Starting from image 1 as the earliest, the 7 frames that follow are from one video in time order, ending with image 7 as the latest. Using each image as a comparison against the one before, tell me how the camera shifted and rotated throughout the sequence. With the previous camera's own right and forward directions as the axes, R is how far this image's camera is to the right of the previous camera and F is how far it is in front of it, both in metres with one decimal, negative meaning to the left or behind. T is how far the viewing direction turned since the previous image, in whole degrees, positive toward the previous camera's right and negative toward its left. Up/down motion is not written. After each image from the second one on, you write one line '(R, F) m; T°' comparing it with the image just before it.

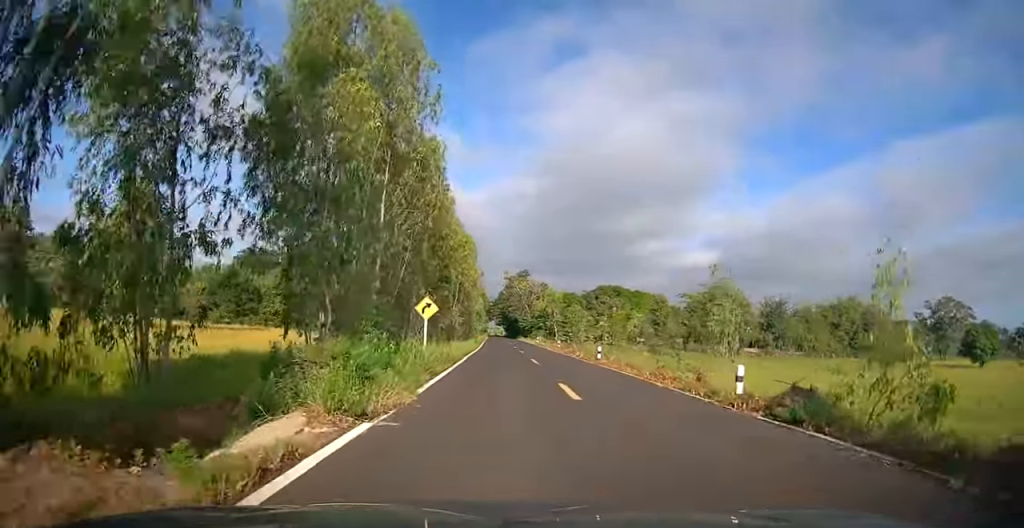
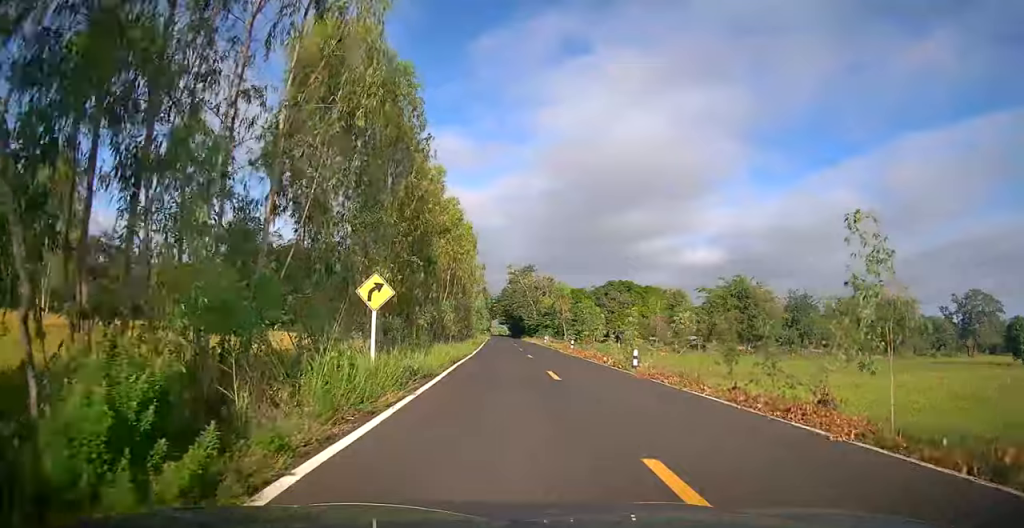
(-0.1, +8.1) m; -1°
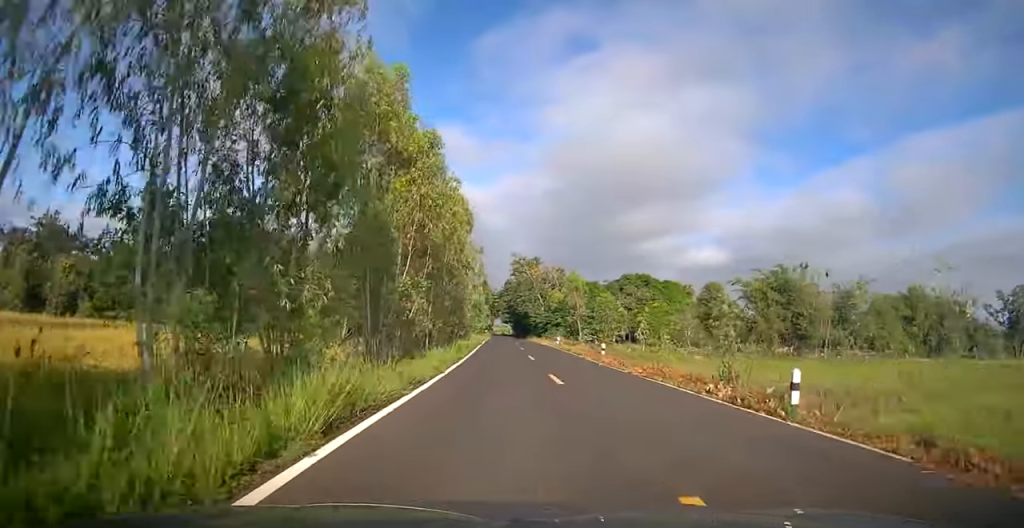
(-0.3, +13.3) m; 0°
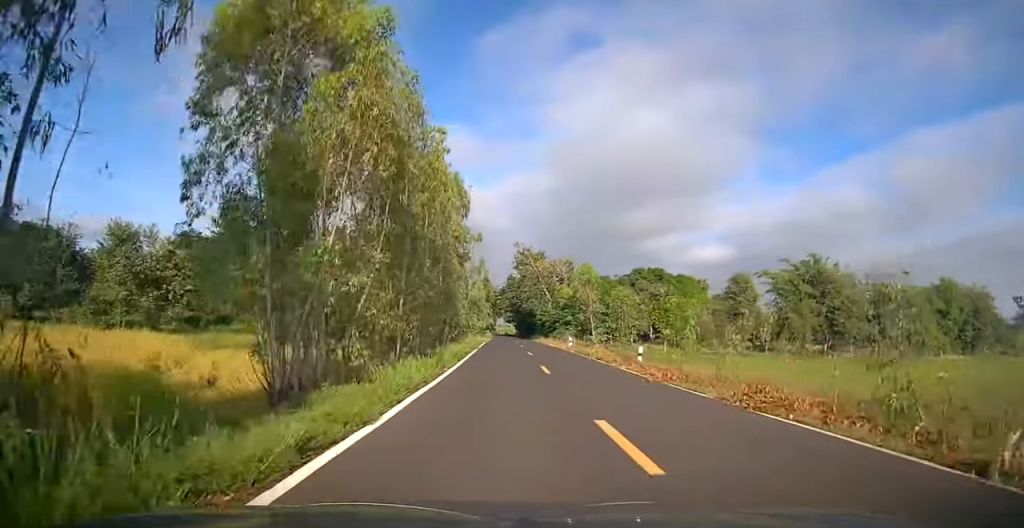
(0.0, +8.2) m; 0°
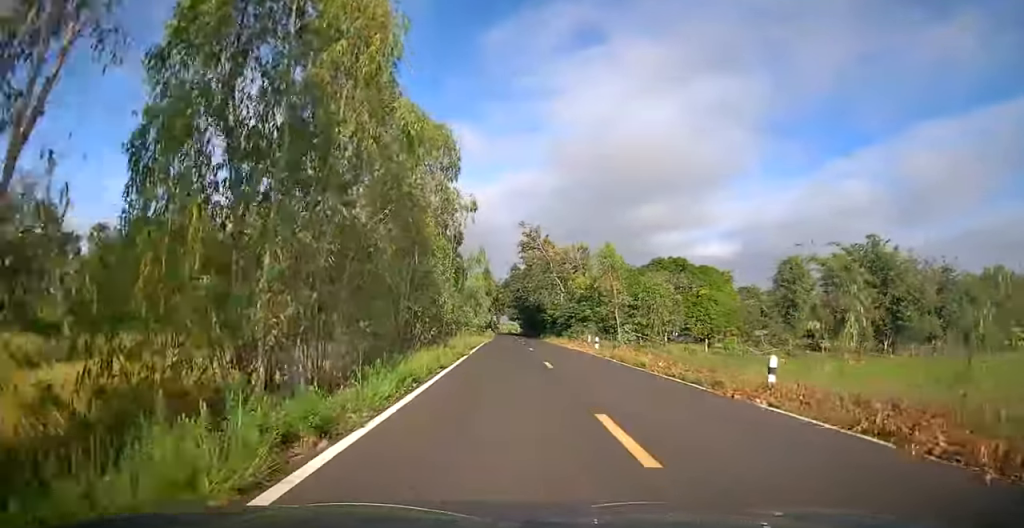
(+0.2, +12.1) m; 0°
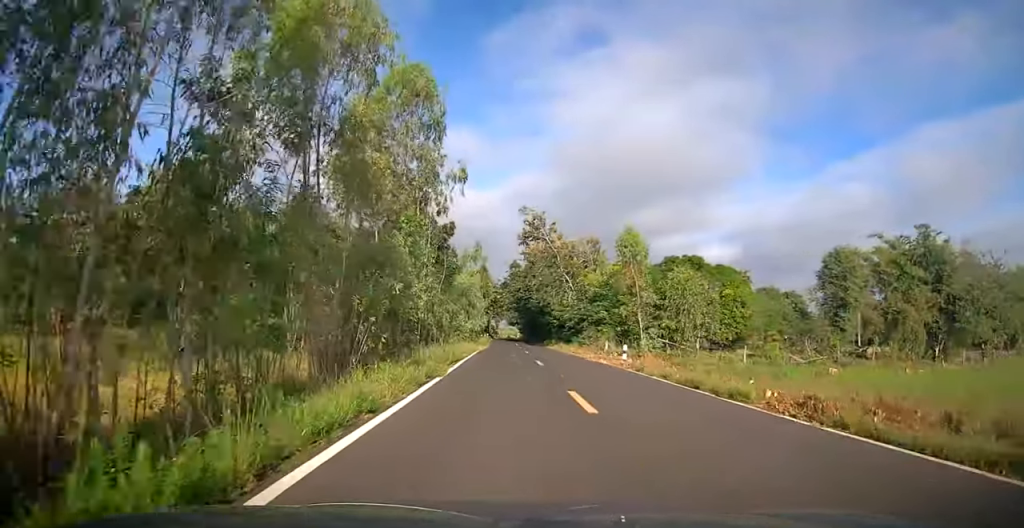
(-0.1, +8.2) m; -1°
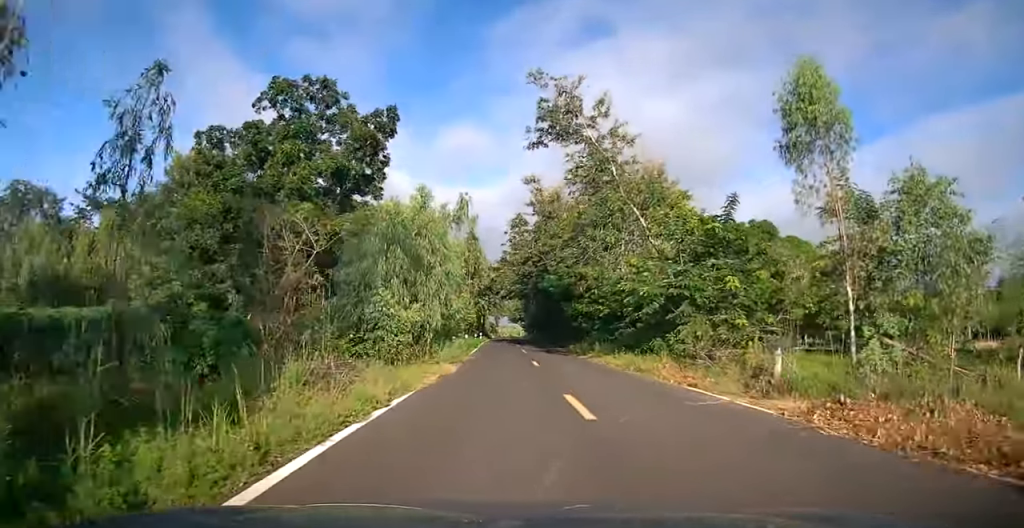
(-0.3, +24.6) m; -1°
